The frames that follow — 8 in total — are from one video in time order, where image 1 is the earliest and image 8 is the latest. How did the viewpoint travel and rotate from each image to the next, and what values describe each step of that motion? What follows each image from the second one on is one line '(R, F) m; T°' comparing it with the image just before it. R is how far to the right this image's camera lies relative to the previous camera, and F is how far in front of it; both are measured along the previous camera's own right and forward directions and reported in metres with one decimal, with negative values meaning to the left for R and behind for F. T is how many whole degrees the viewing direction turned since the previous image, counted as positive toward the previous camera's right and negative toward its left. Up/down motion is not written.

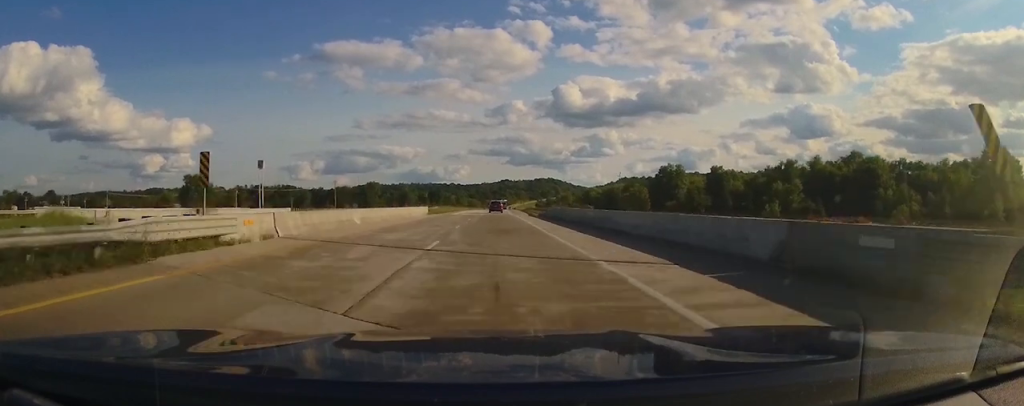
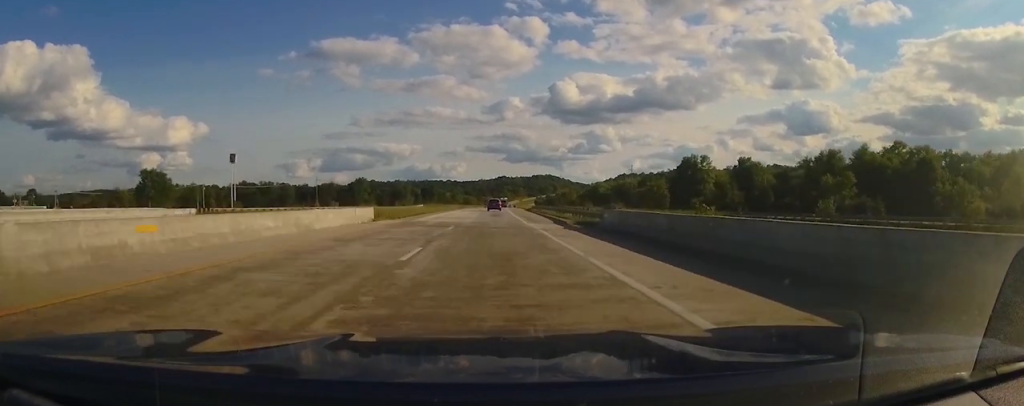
(+0.2, +26.7) m; 0°
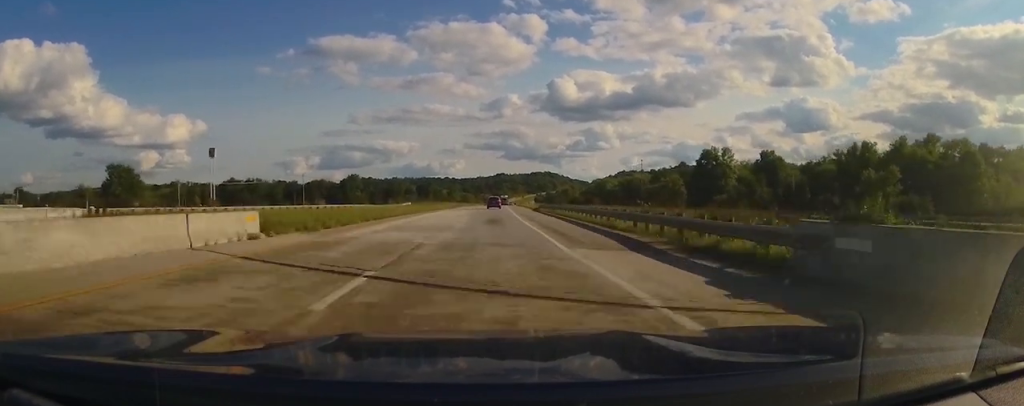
(+0.2, +17.4) m; 0°
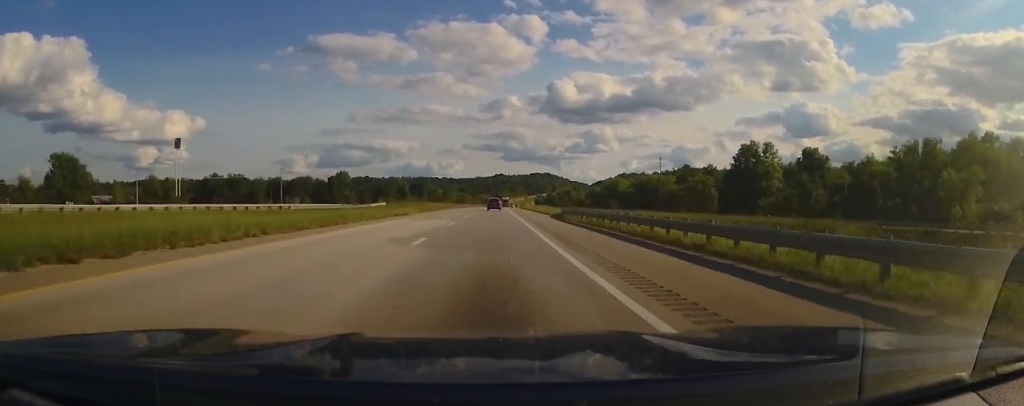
(-0.2, +25.6) m; 0°
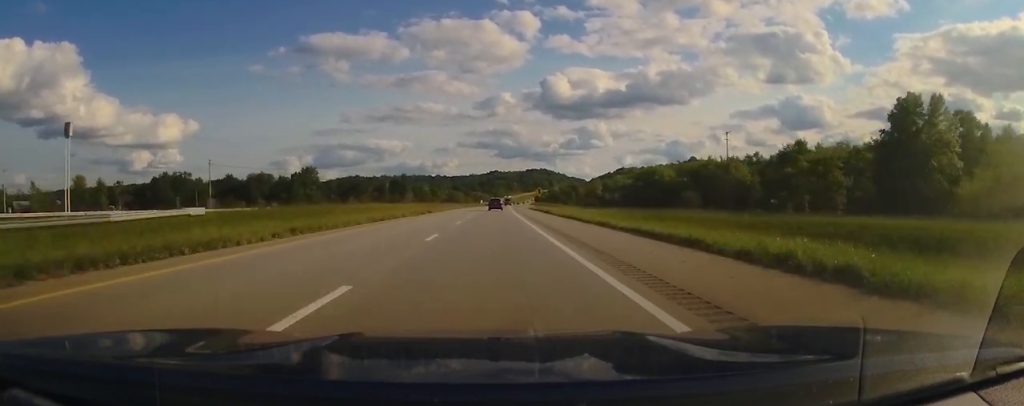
(+0.1, +58.5) m; +1°
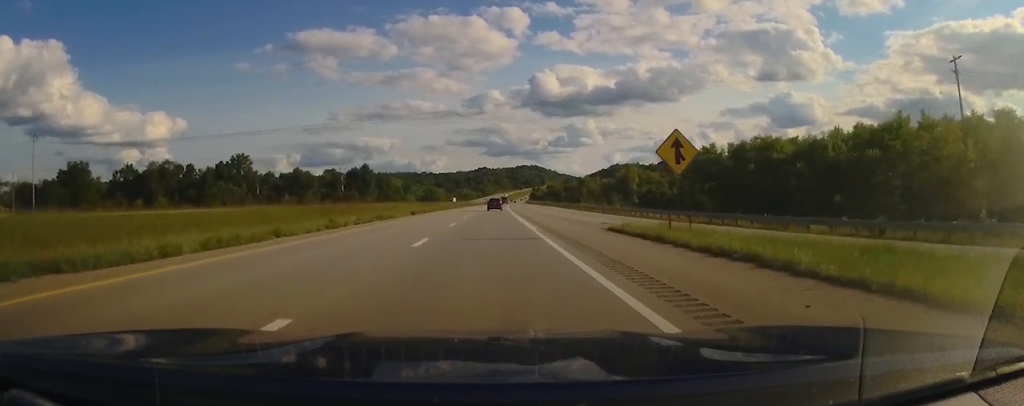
(+1.1, +75.6) m; +2°
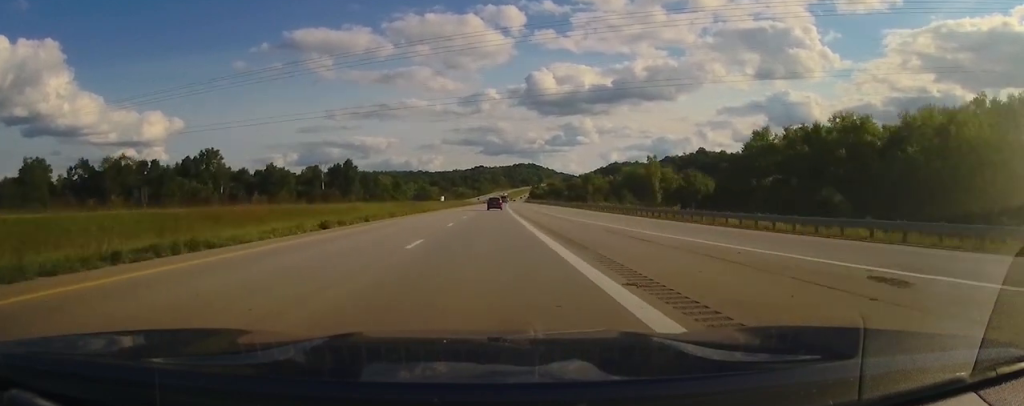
(+0.2, +25.0) m; +1°
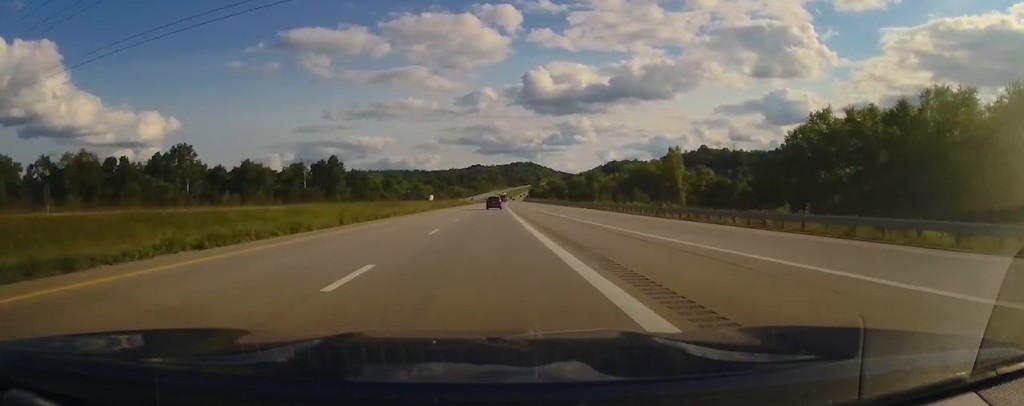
(+0.2, +19.0) m; 0°
